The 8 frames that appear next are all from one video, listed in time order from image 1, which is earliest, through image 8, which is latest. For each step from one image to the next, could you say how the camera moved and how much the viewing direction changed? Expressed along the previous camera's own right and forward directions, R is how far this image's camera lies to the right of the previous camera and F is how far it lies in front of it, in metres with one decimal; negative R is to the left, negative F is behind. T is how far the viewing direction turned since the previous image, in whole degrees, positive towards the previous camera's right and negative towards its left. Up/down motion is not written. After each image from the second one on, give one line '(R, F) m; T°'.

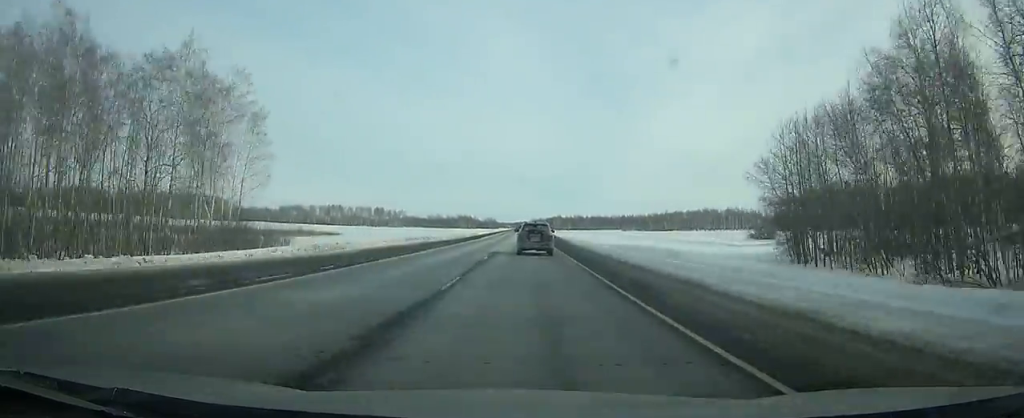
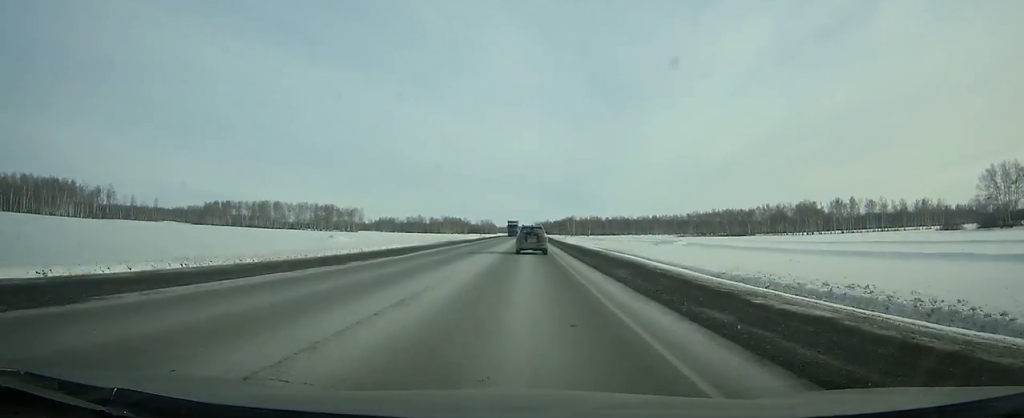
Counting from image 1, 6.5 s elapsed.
(-0.3, +162.5) m; 0°
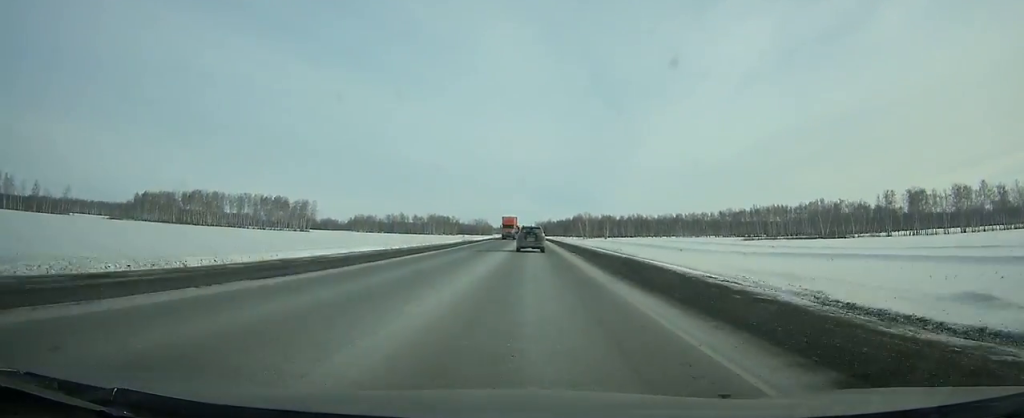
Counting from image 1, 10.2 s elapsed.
(-0.2, +93.6) m; 0°
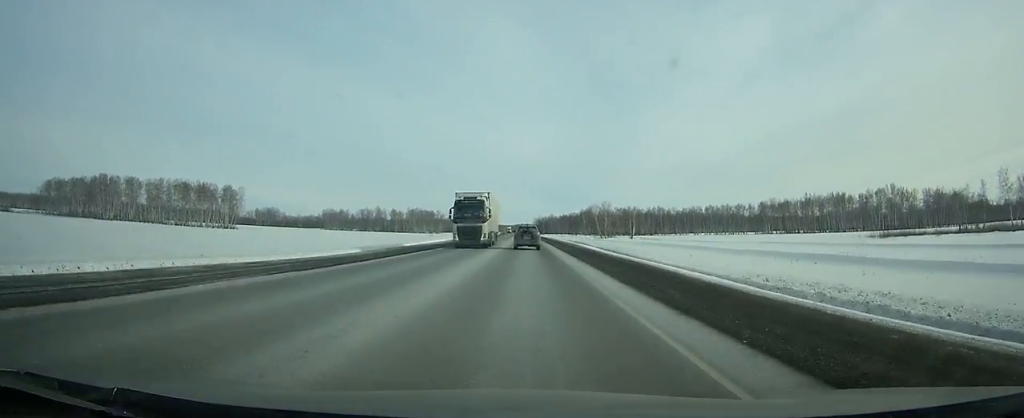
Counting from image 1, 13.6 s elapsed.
(+0.2, +87.0) m; 0°
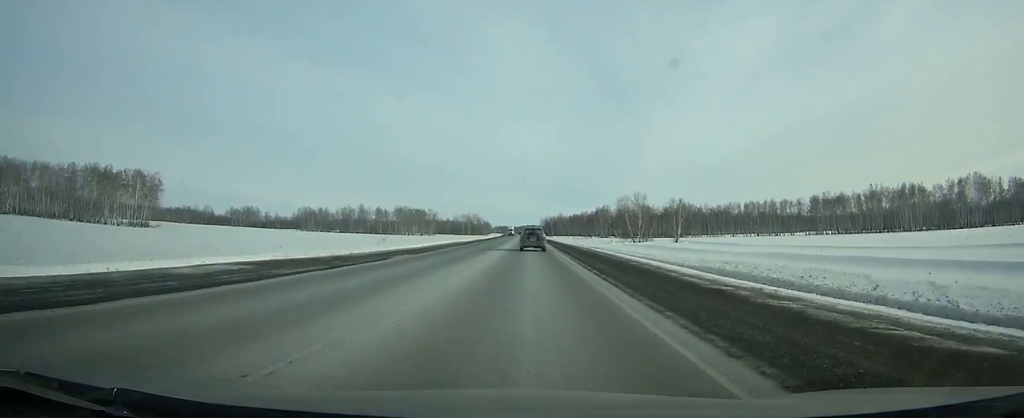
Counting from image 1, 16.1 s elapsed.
(-0.1, +64.4) m; 0°
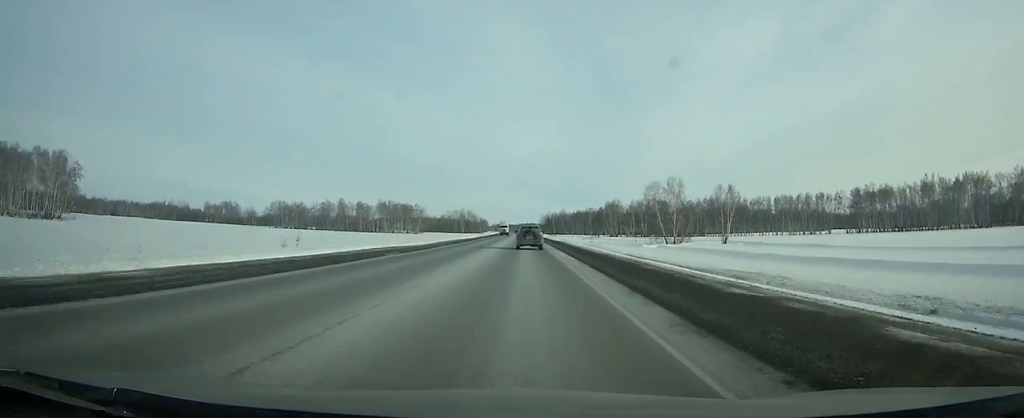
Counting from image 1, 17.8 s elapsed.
(-0.1, +44.0) m; 0°
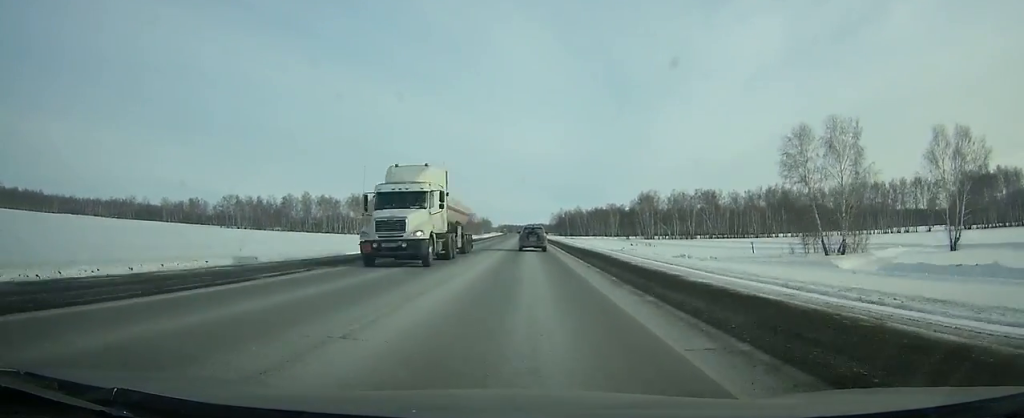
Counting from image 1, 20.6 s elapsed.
(-0.4, +72.5) m; -1°
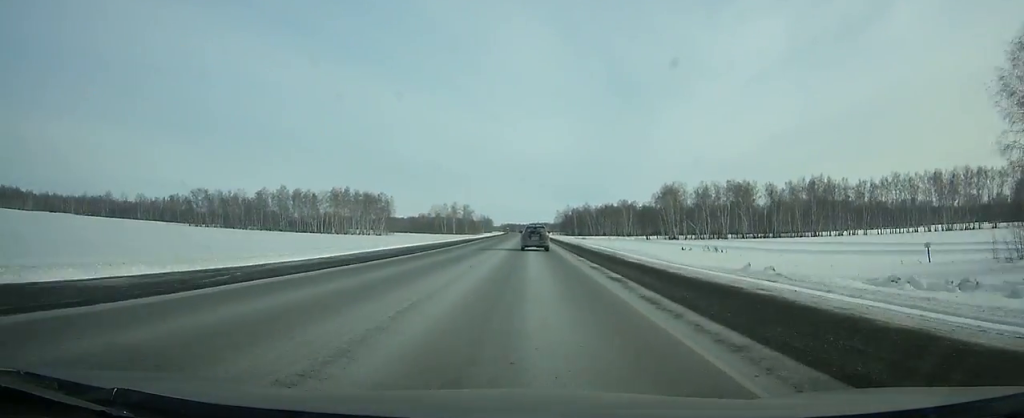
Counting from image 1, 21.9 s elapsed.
(0.0, +33.7) m; 0°
